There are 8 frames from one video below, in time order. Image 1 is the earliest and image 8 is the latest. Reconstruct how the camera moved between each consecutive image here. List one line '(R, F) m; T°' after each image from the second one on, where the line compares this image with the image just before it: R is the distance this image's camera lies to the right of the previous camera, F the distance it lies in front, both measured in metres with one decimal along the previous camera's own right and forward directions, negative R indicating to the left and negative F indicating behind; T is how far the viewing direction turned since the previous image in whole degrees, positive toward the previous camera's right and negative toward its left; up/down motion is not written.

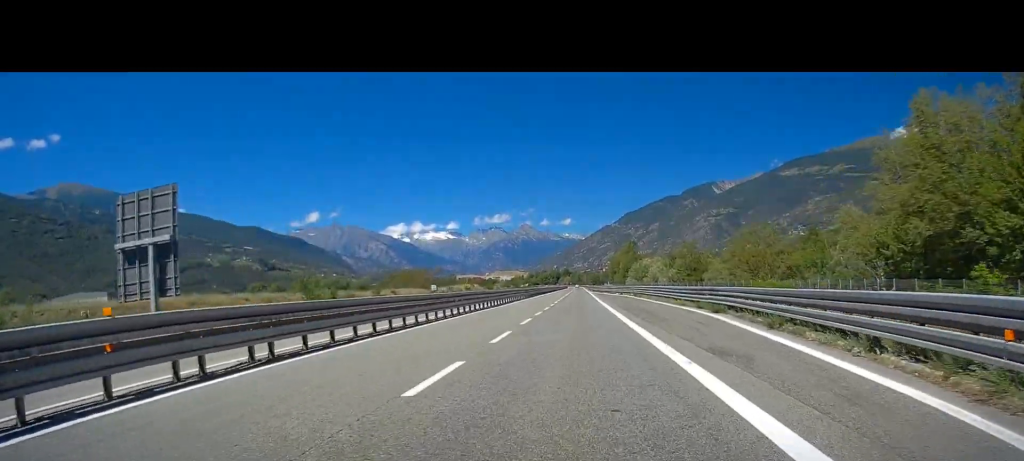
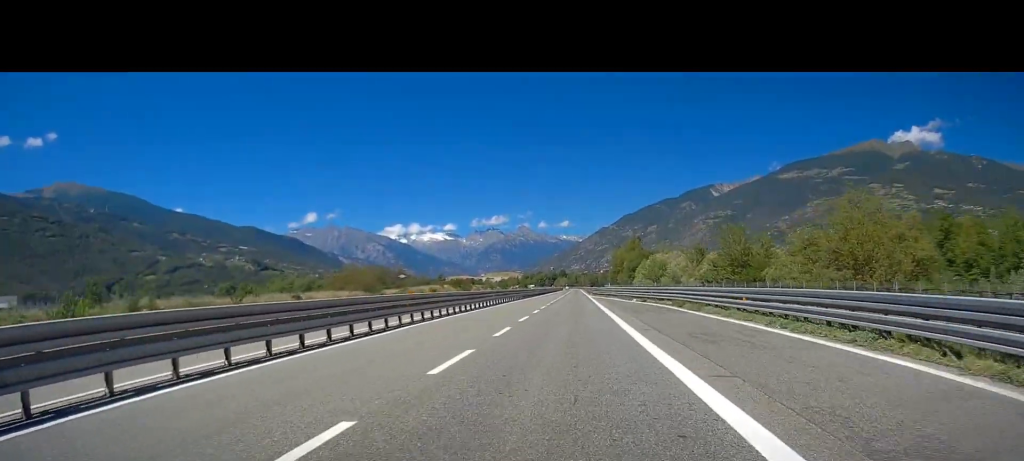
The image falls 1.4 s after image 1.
(0.0, +34.0) m; 0°
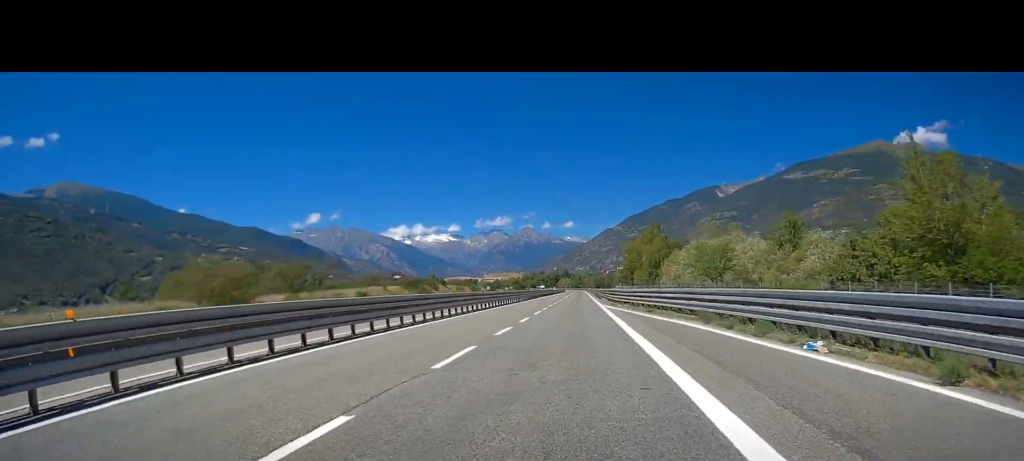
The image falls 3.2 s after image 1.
(0.0, +40.8) m; 0°
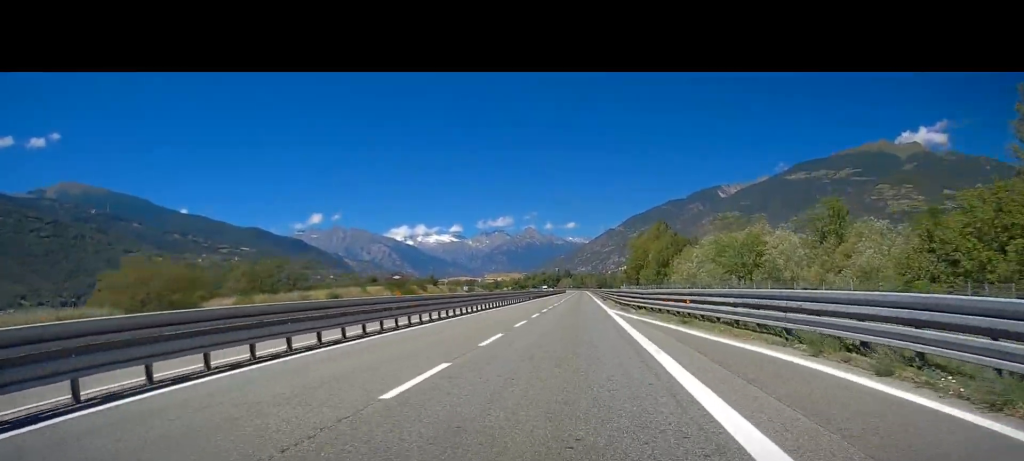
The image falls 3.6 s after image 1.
(0.0, +9.1) m; 0°
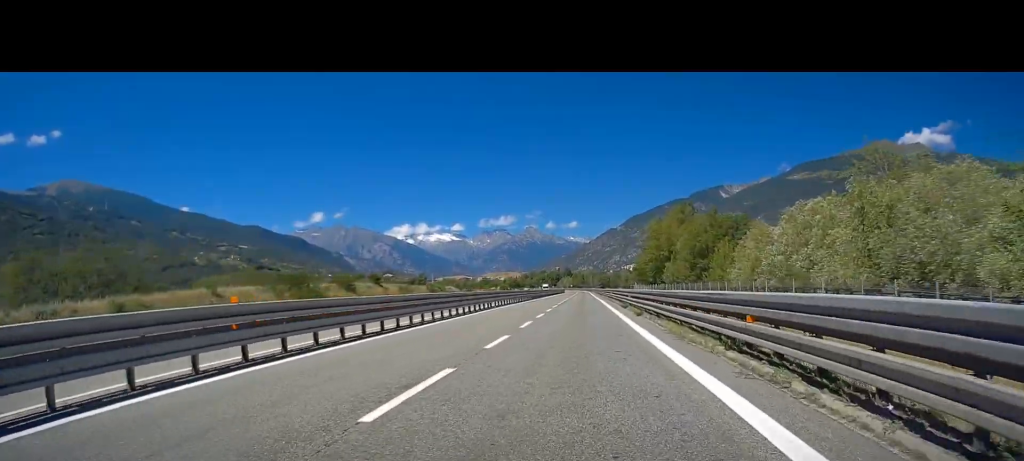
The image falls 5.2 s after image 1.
(+0.3, +38.4) m; 0°
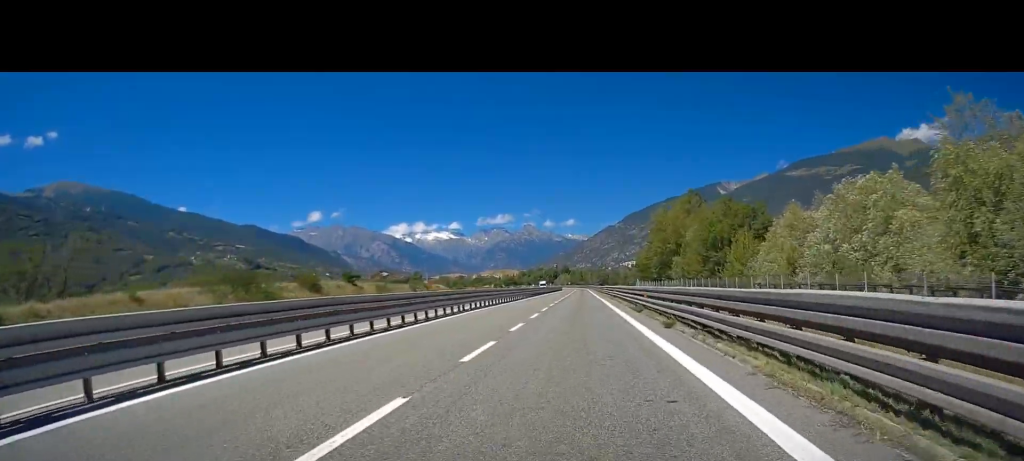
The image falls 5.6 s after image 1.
(+0.1, +11.9) m; 0°
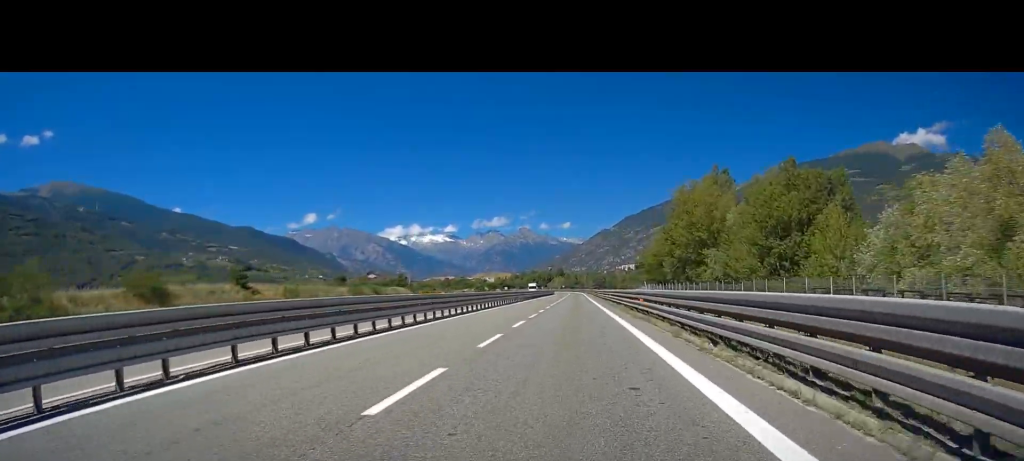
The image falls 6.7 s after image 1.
(-0.1, +30.5) m; 0°
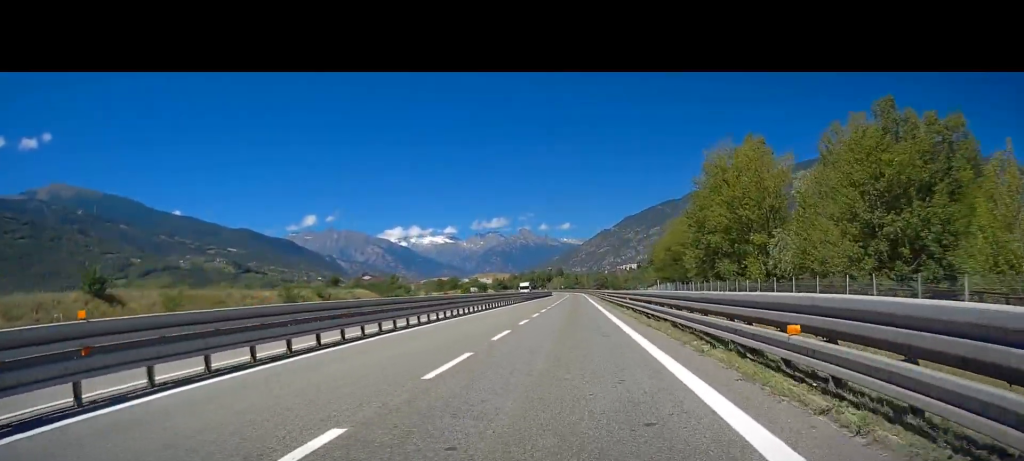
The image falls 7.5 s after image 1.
(+0.2, +20.5) m; -1°
